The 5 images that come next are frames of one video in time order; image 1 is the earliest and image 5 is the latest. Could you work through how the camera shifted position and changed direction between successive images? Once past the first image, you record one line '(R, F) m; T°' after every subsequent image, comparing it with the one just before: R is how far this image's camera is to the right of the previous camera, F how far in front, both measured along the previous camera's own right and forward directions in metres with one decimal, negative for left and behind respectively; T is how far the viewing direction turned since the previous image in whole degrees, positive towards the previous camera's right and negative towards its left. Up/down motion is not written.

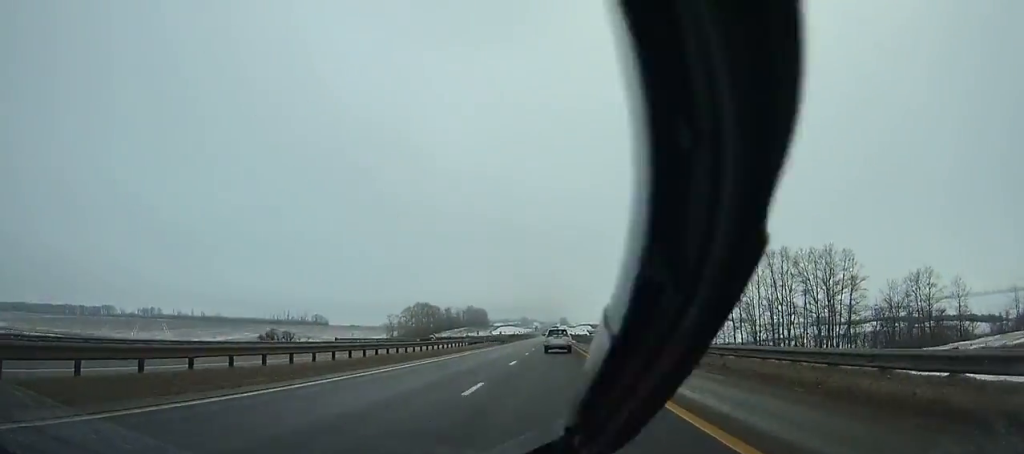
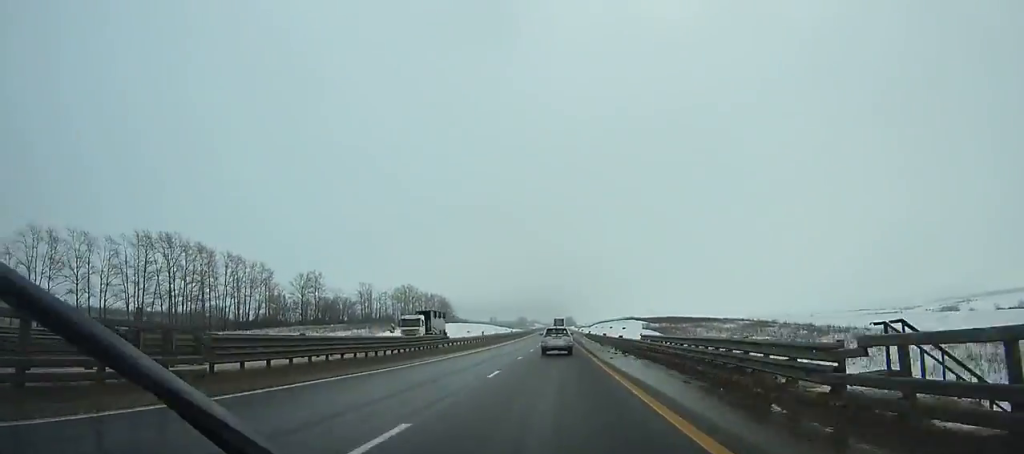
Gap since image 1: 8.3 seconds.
(-0.6, +258.4) m; 0°
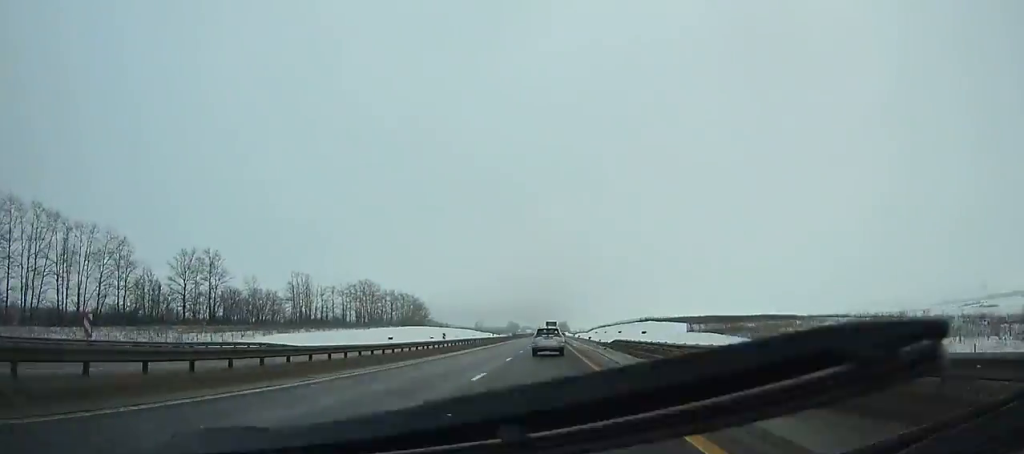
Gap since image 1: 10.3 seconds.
(+0.3, +60.9) m; 0°
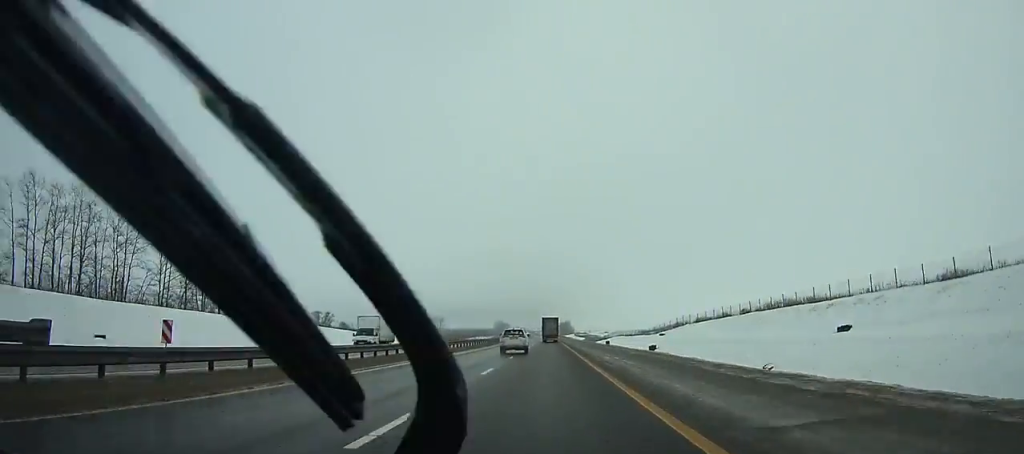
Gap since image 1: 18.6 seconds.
(-0.4, +247.3) m; 0°
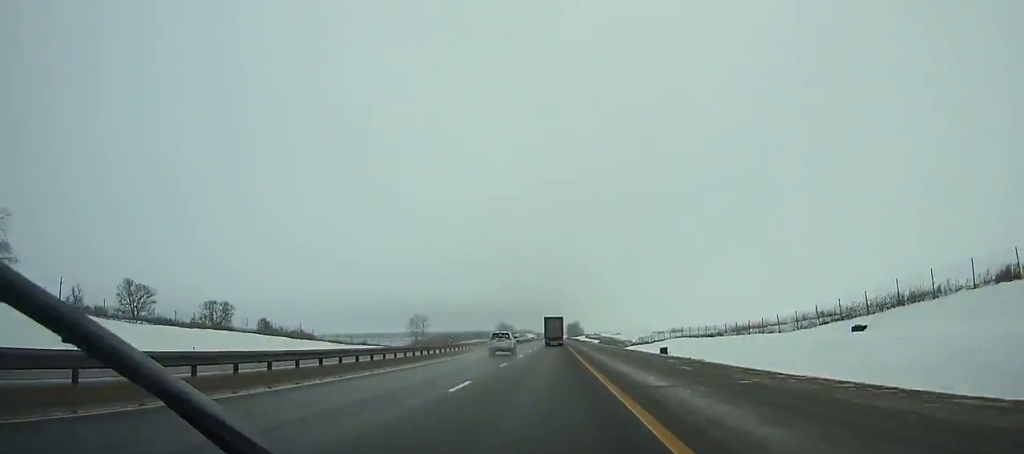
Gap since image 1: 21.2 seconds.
(0.0, +75.6) m; 0°
